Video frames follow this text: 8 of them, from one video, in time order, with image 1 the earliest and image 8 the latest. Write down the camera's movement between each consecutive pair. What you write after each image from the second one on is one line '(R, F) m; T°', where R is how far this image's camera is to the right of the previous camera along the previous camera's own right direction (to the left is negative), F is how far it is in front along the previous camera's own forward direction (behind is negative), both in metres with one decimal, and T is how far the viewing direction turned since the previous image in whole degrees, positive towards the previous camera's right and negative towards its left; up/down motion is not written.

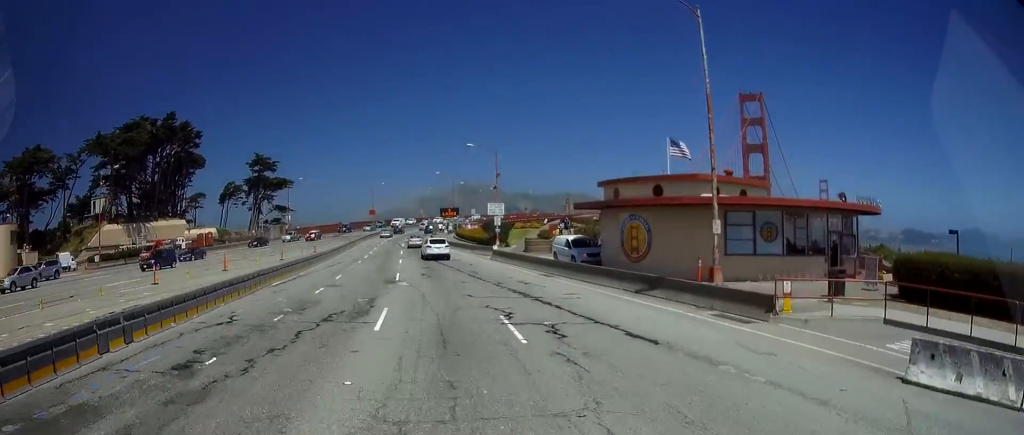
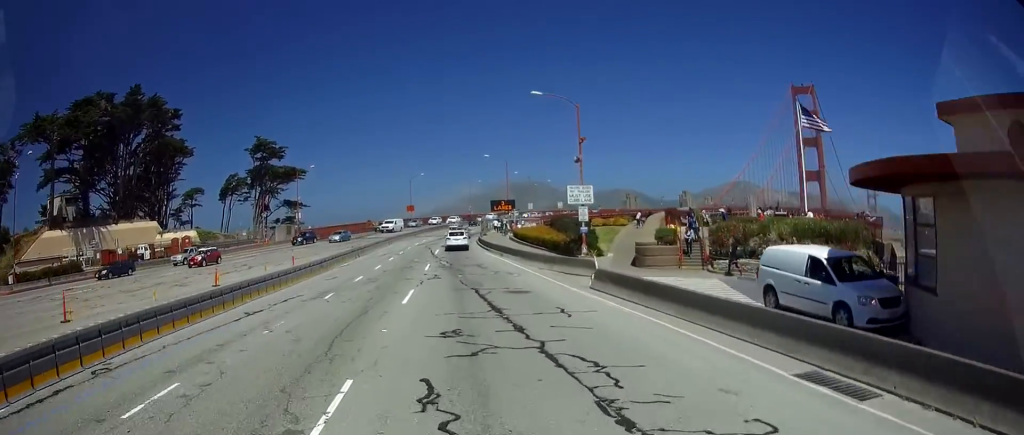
(-0.5, +23.8) m; -4°
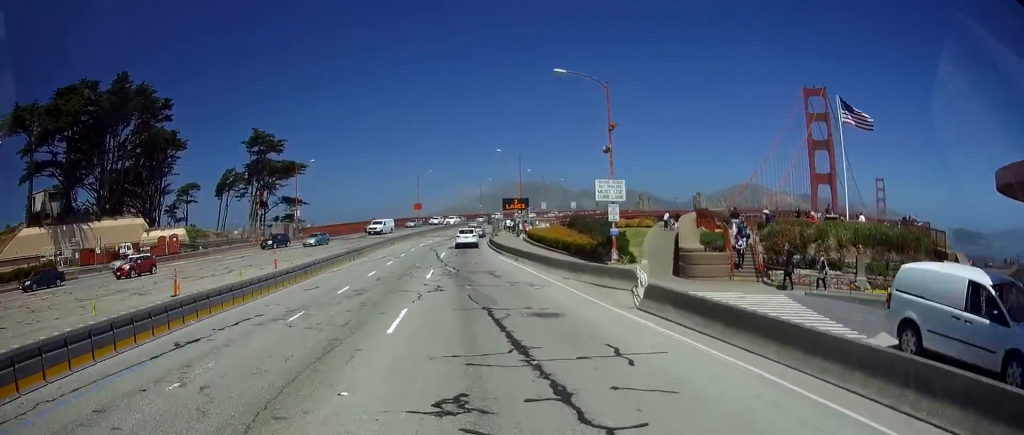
(-0.1, +5.7) m; -1°
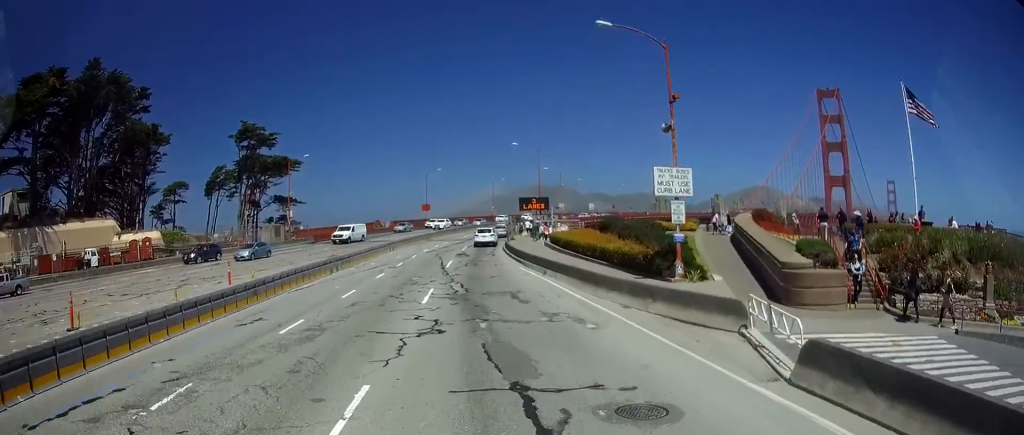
(-0.1, +8.9) m; -1°
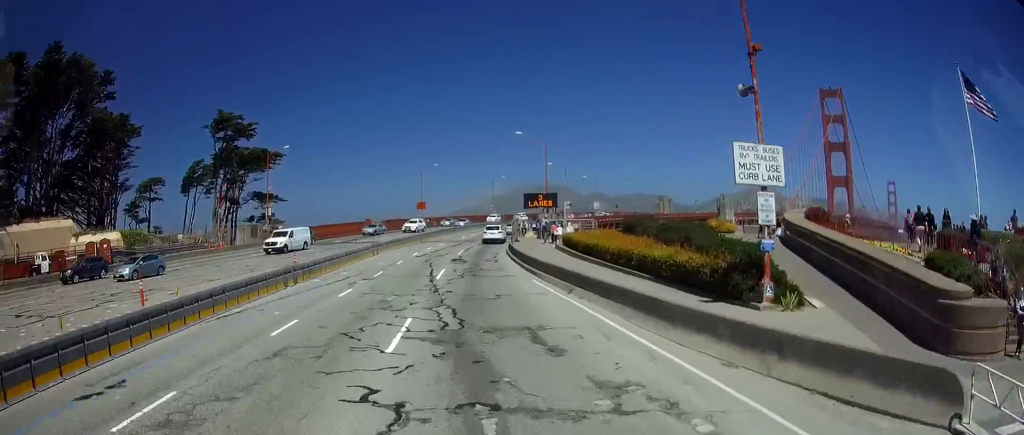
(0.0, +7.9) m; +1°
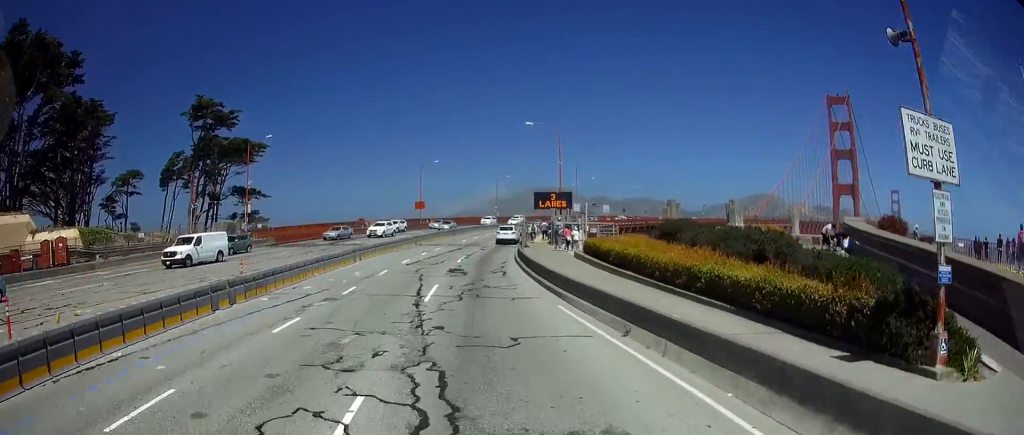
(+0.1, +7.5) m; +1°
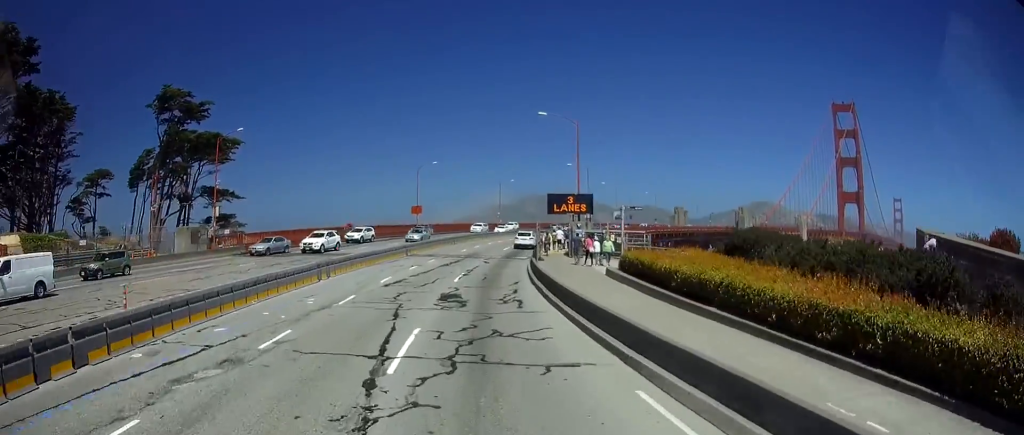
(+0.1, +8.7) m; 0°
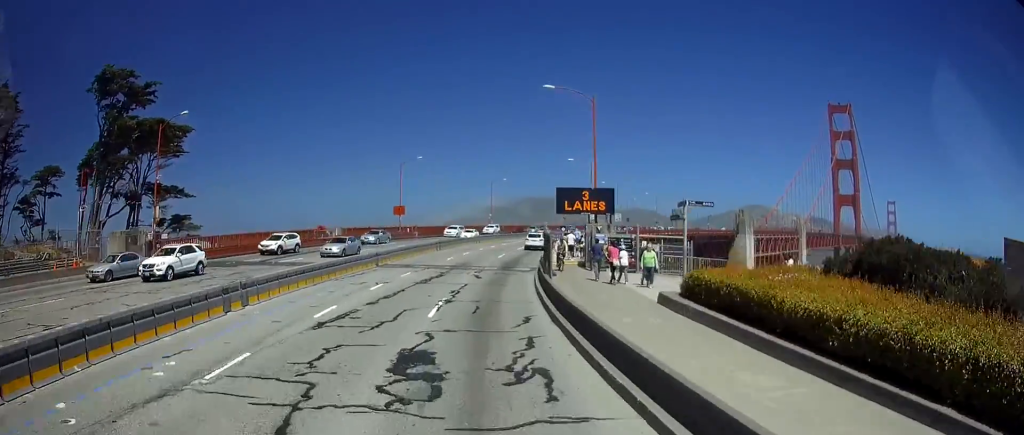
(0.0, +9.7) m; 0°
